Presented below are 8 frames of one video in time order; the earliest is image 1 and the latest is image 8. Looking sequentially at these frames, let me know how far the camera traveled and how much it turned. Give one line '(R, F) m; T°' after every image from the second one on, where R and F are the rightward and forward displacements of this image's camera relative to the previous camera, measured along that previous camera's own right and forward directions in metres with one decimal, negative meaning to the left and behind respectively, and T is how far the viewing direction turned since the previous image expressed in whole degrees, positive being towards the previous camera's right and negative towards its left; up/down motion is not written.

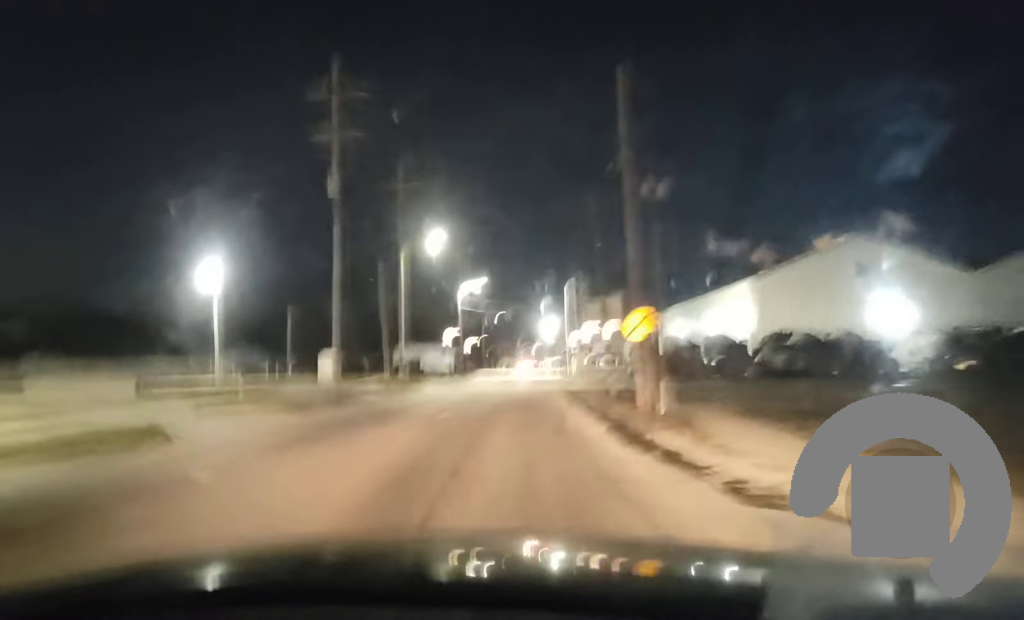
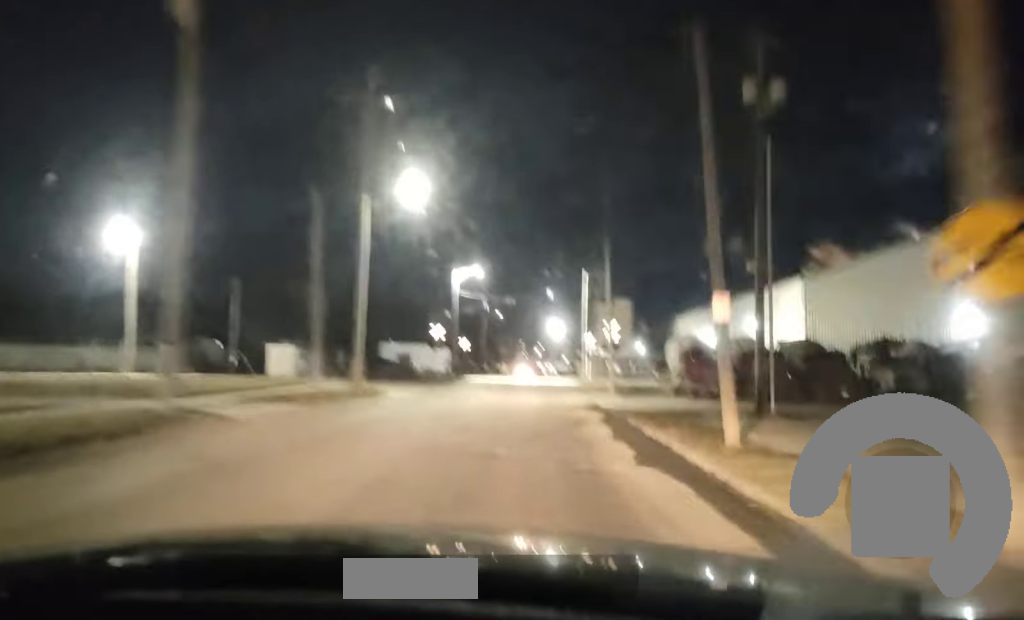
(+0.3, +17.4) m; +3°
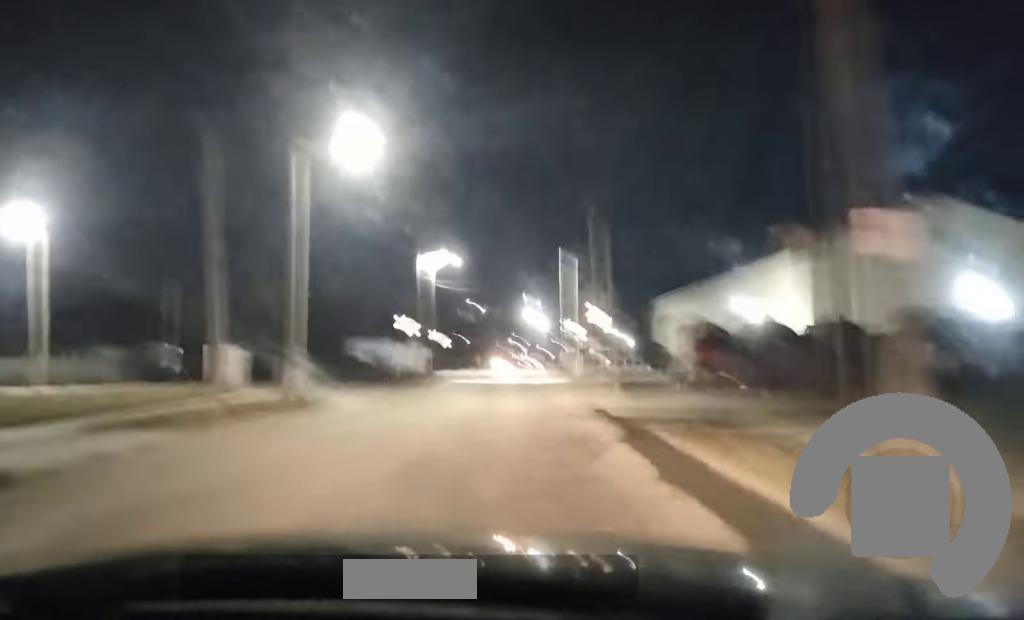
(+0.1, +8.6) m; +1°
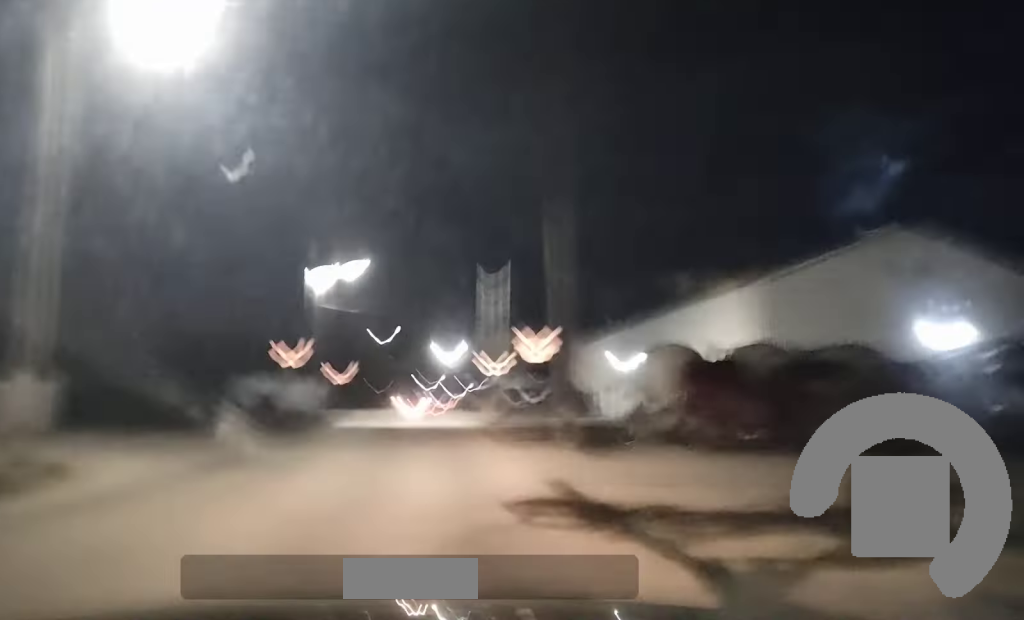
(0.0, +13.2) m; +1°
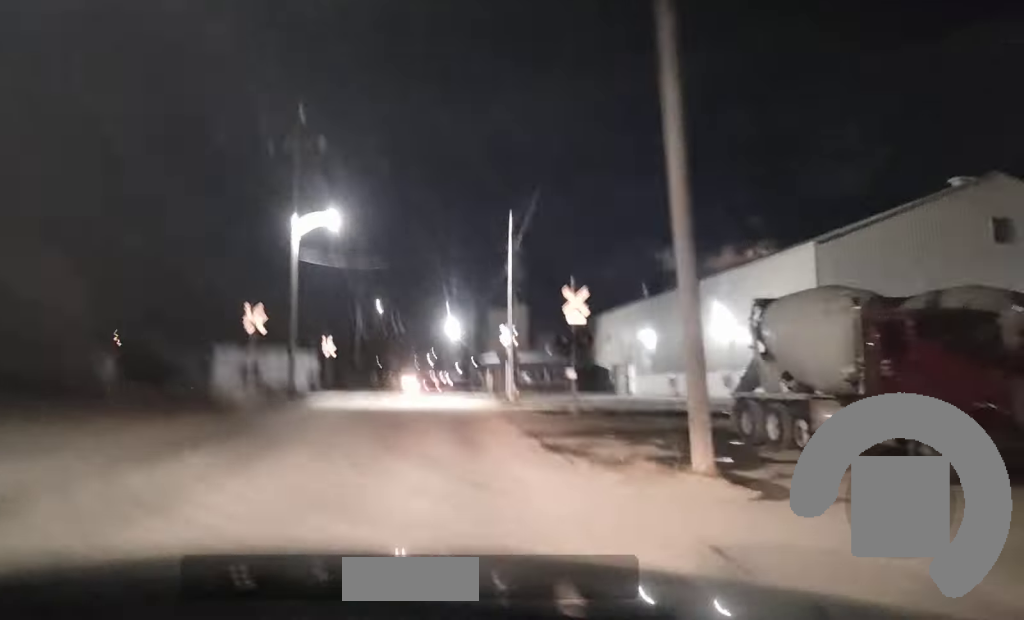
(+0.1, +12.1) m; 0°
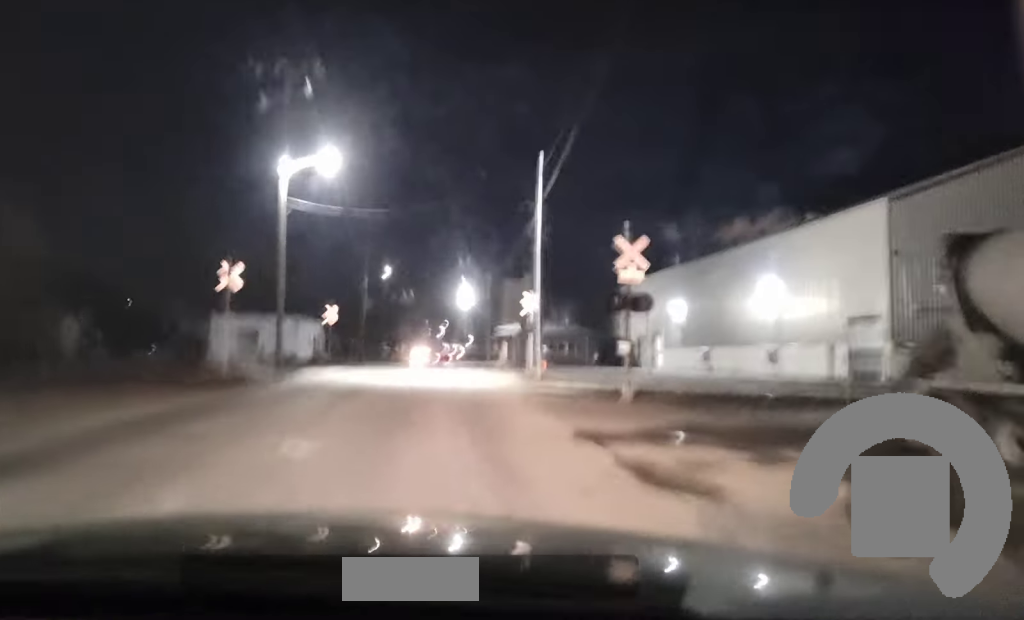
(0.0, +7.6) m; -1°
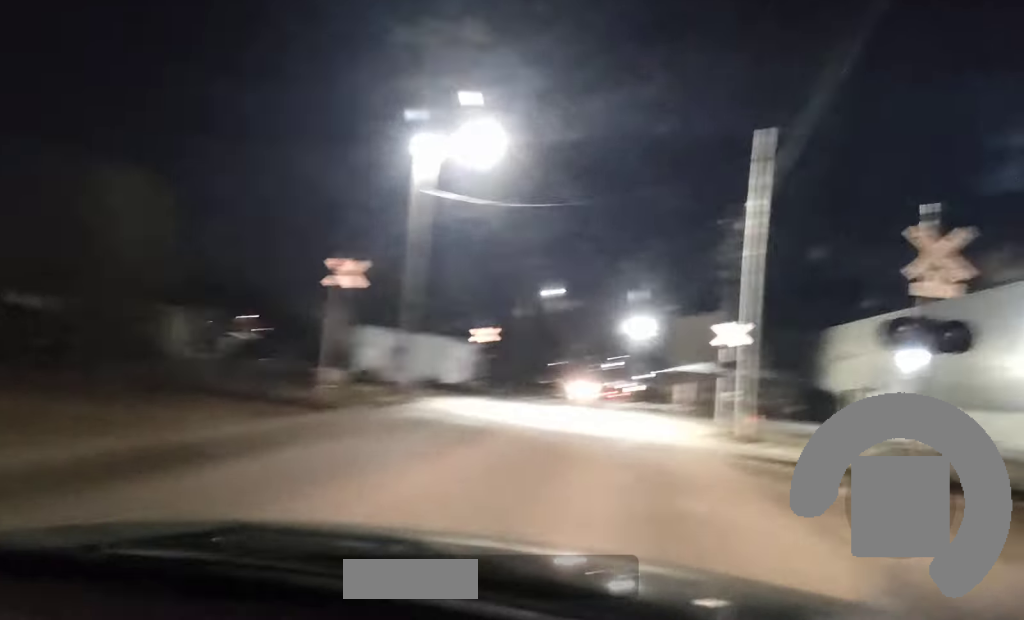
(-0.2, +8.7) m; -1°
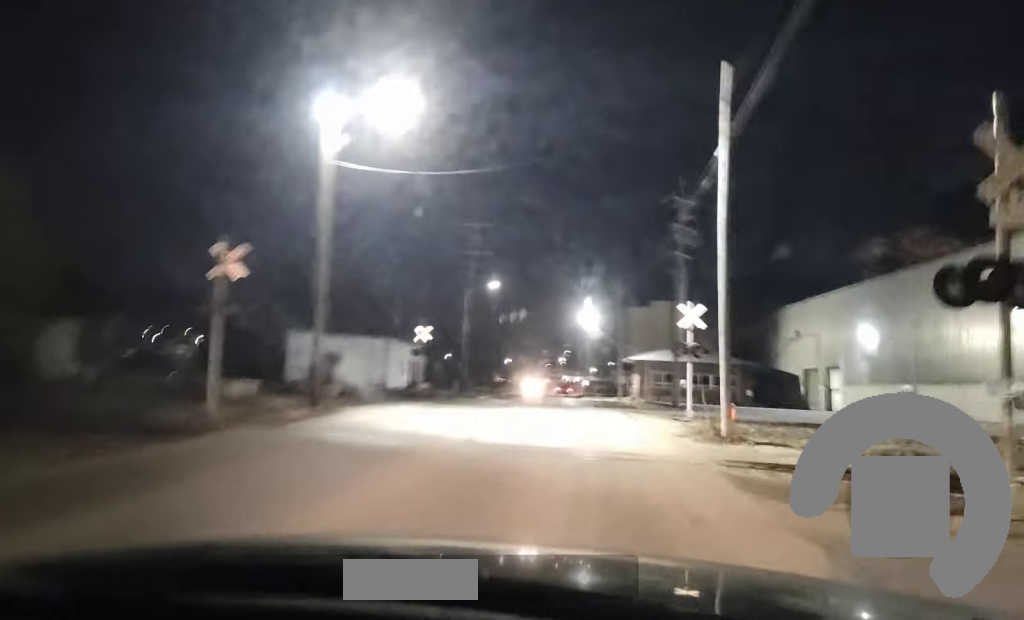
(0.0, +4.7) m; +1°
